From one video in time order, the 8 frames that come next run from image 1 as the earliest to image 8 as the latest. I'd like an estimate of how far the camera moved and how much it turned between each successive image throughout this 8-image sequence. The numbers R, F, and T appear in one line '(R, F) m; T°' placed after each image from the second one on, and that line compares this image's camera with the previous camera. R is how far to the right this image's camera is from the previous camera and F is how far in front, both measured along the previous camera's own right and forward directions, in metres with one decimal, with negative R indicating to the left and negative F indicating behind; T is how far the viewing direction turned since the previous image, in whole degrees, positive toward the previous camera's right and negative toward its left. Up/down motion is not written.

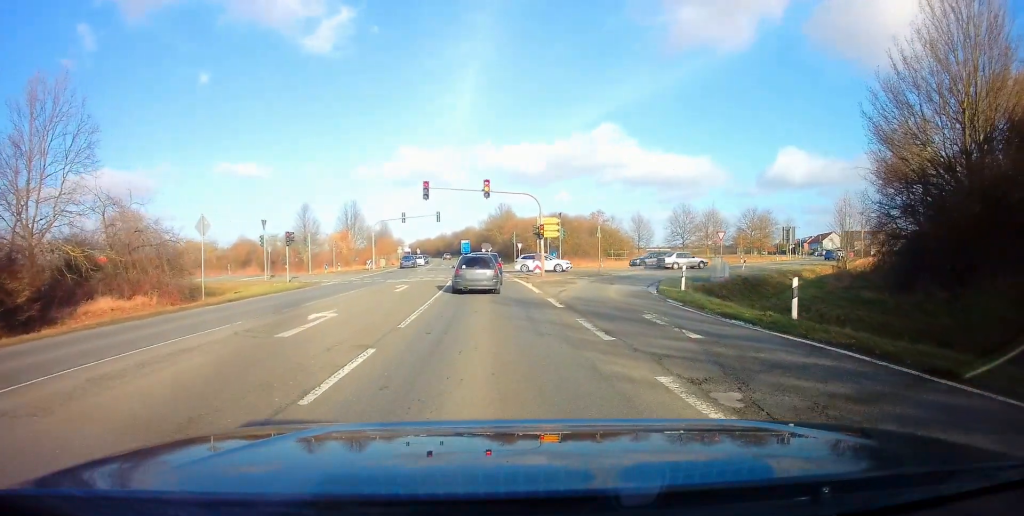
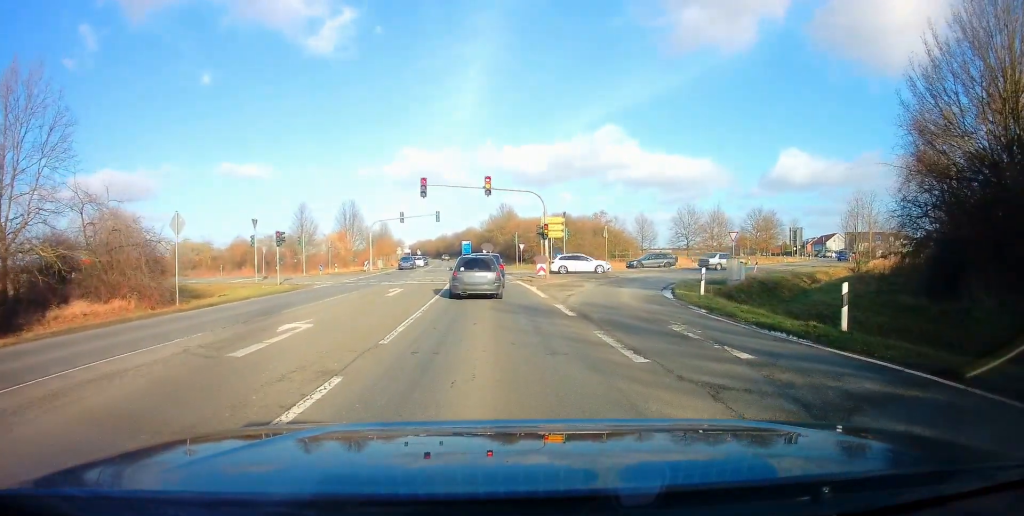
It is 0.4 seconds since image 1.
(0.0, +2.0) m; 0°
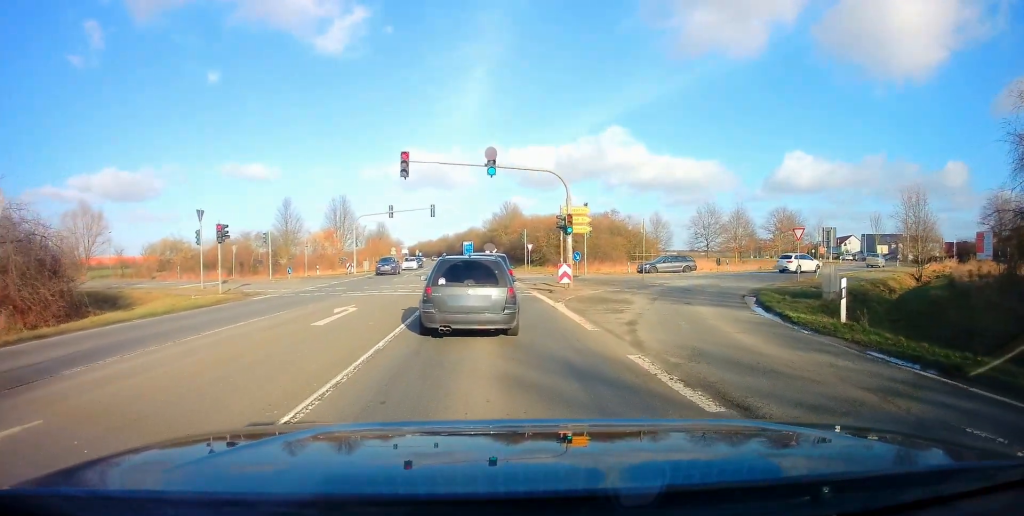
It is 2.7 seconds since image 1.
(+0.3, +8.3) m; +1°
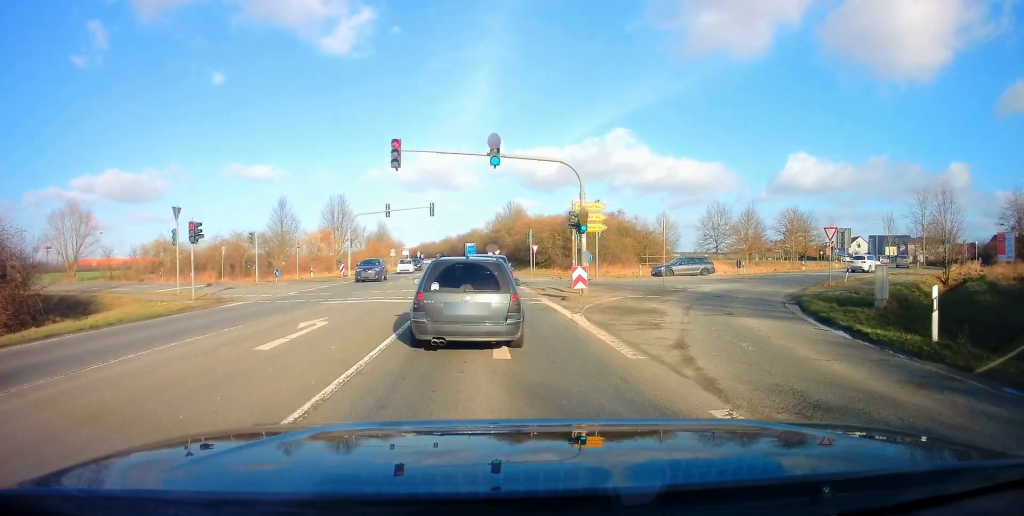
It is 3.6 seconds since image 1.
(-0.1, +3.1) m; -3°
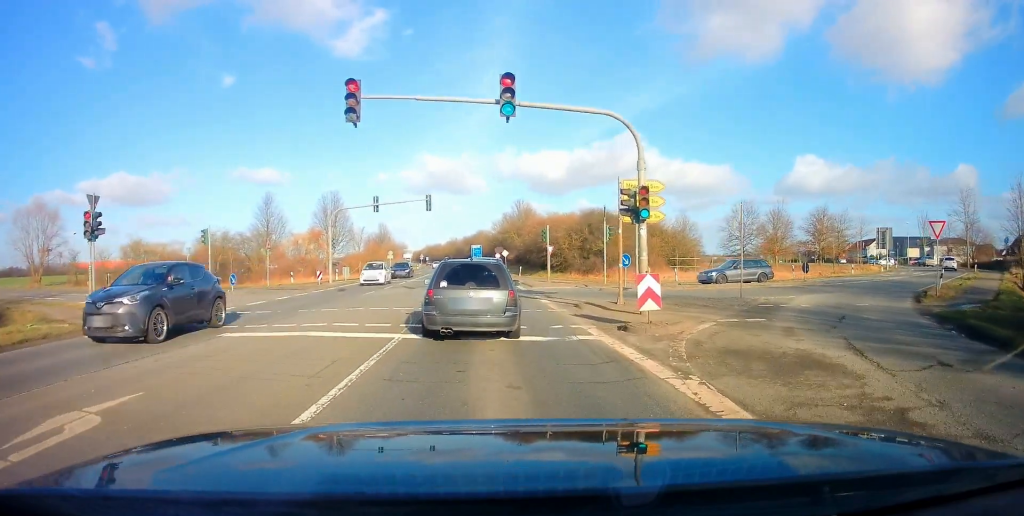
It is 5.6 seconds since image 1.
(+0.1, +7.6) m; +2°
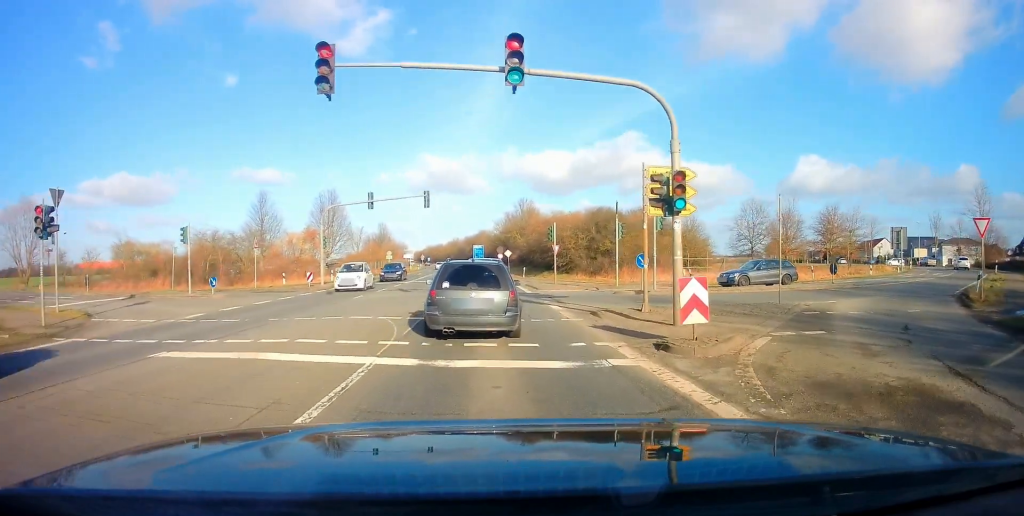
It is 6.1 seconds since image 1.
(-0.1, +2.5) m; 0°
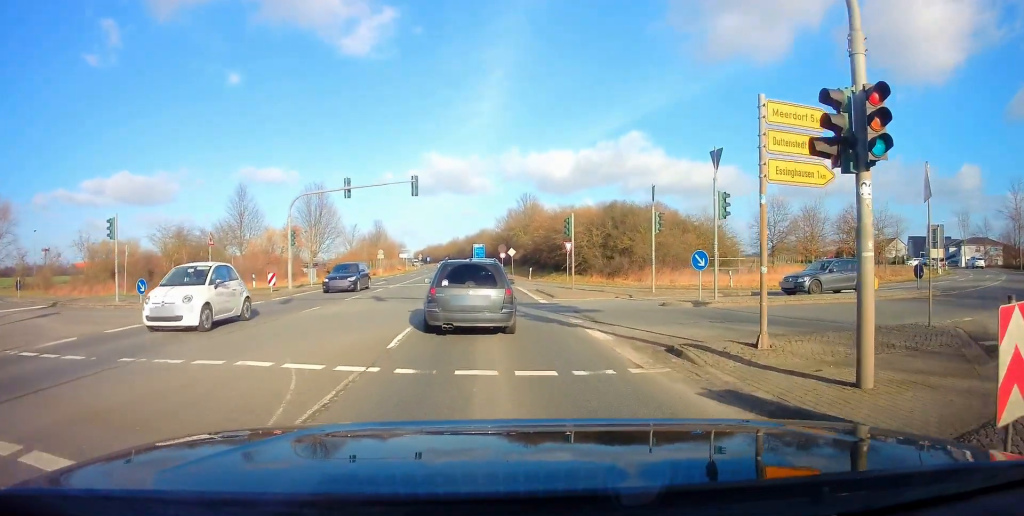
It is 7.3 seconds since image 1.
(0.0, +6.2) m; -1°
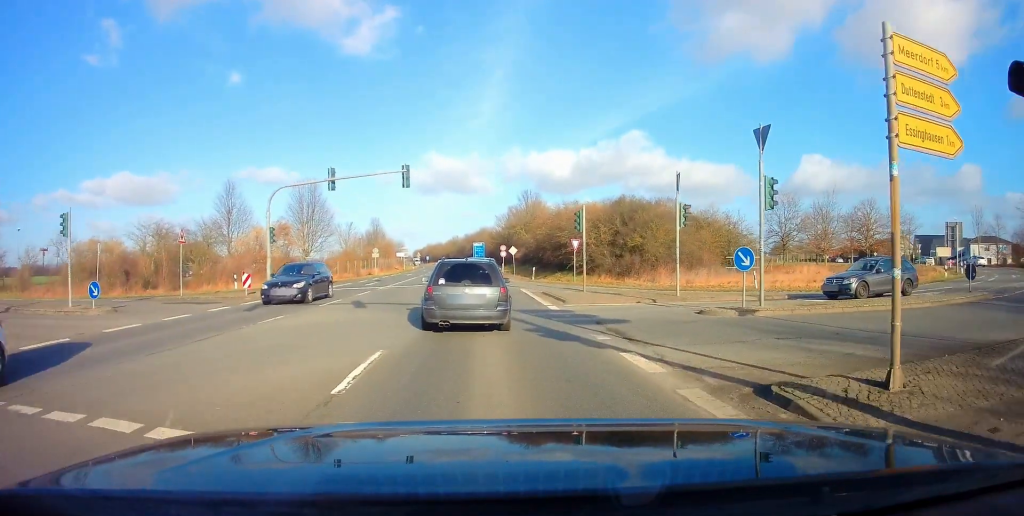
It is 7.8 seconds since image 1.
(-0.1, +3.2) m; -1°
